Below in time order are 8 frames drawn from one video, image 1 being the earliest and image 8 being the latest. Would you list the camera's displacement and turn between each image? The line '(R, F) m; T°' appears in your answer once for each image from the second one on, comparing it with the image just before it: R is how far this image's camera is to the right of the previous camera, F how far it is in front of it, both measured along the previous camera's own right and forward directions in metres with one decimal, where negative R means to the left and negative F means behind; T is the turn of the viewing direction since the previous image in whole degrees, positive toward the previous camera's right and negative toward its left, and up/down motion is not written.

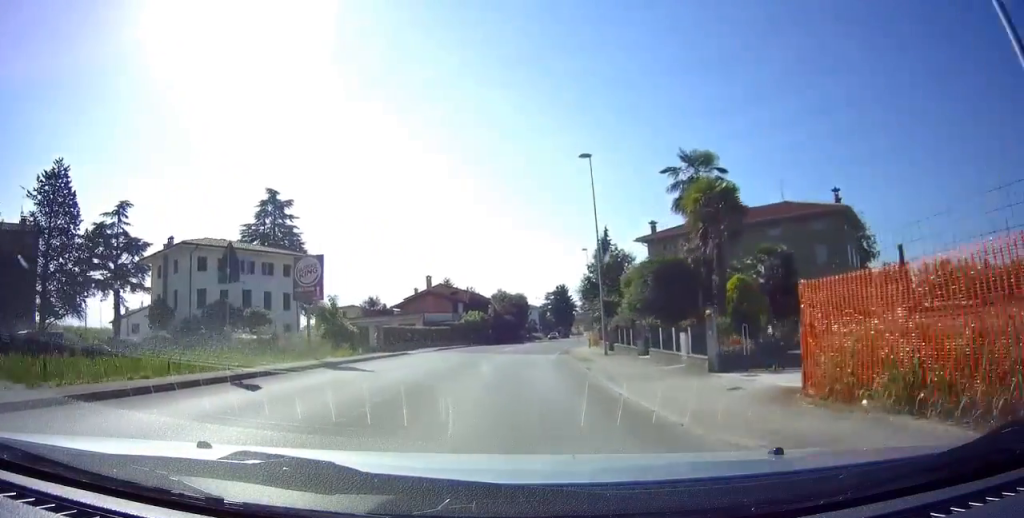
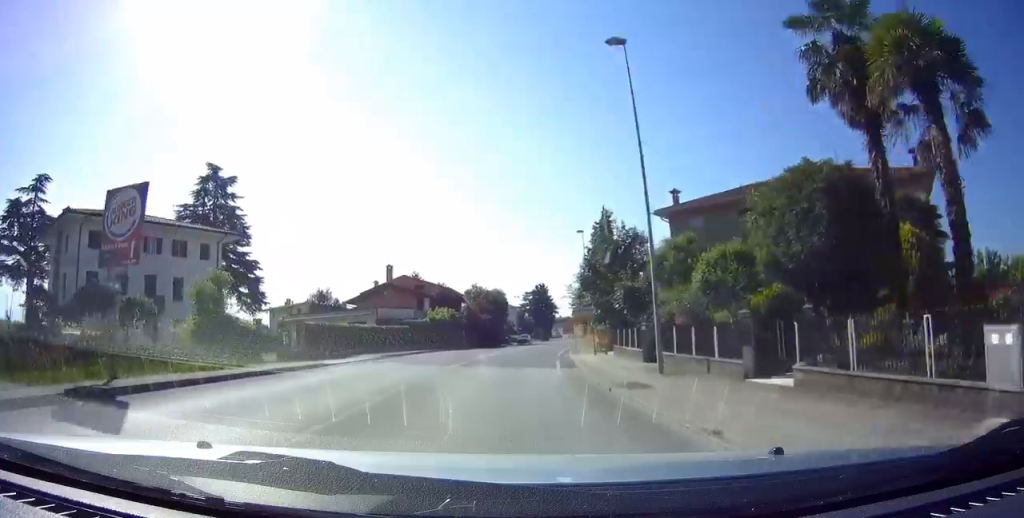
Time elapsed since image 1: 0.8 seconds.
(0.0, +11.3) m; 0°
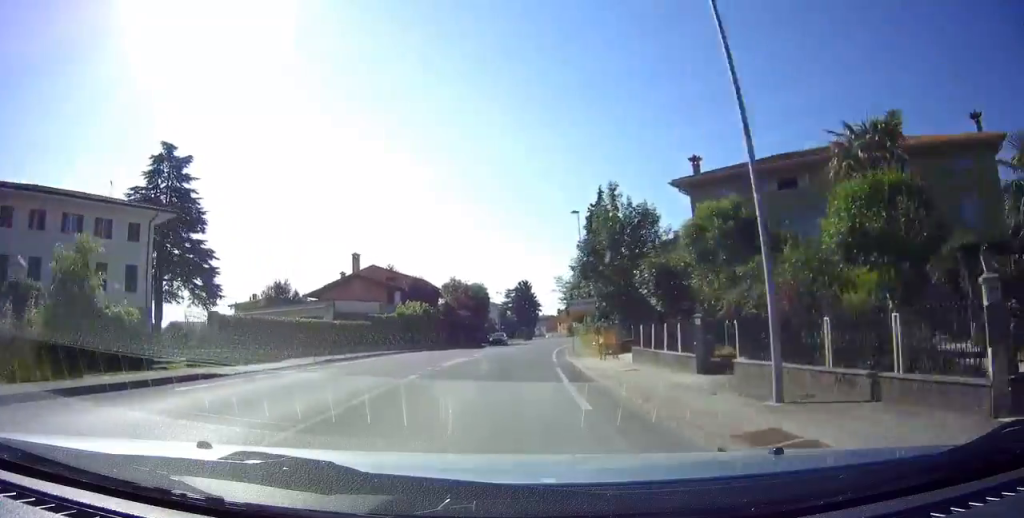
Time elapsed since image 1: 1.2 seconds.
(0.0, +6.8) m; +2°
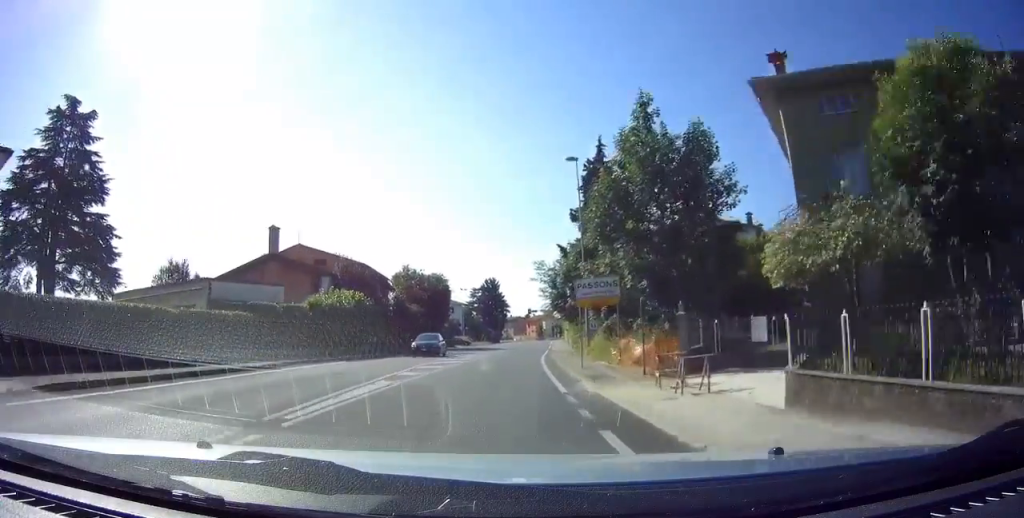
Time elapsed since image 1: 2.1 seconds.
(+0.4, +12.4) m; +4°
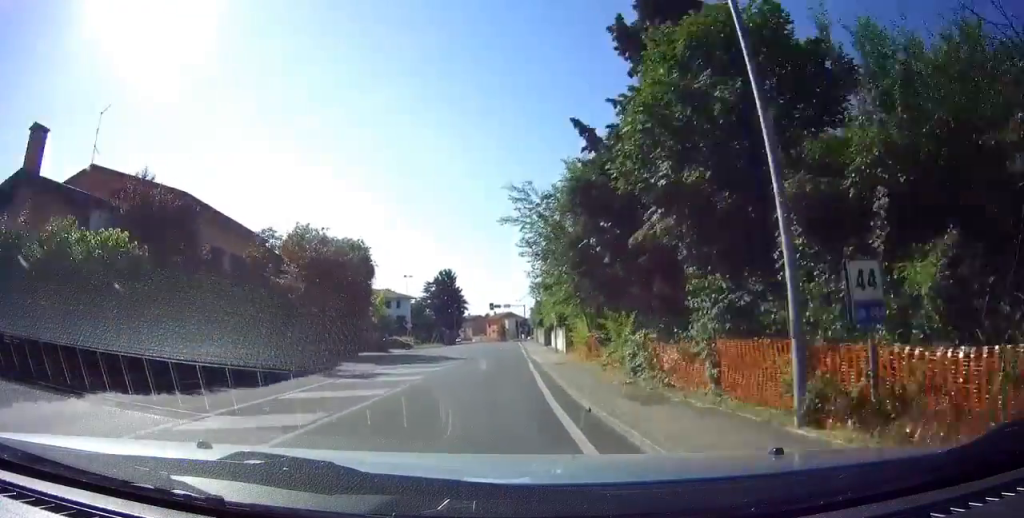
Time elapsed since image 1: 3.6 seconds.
(+0.9, +20.4) m; +1°
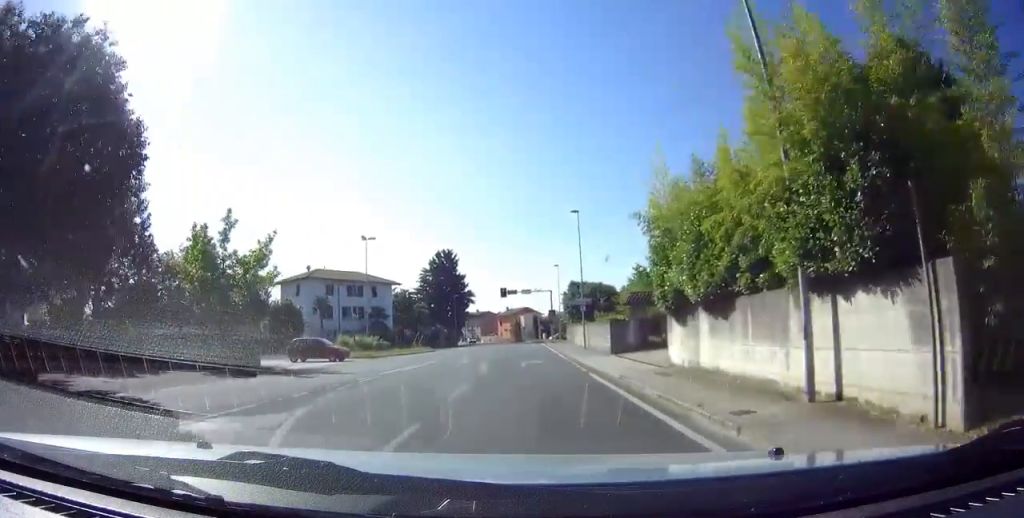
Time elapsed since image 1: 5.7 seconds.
(-0.5, +26.2) m; 0°
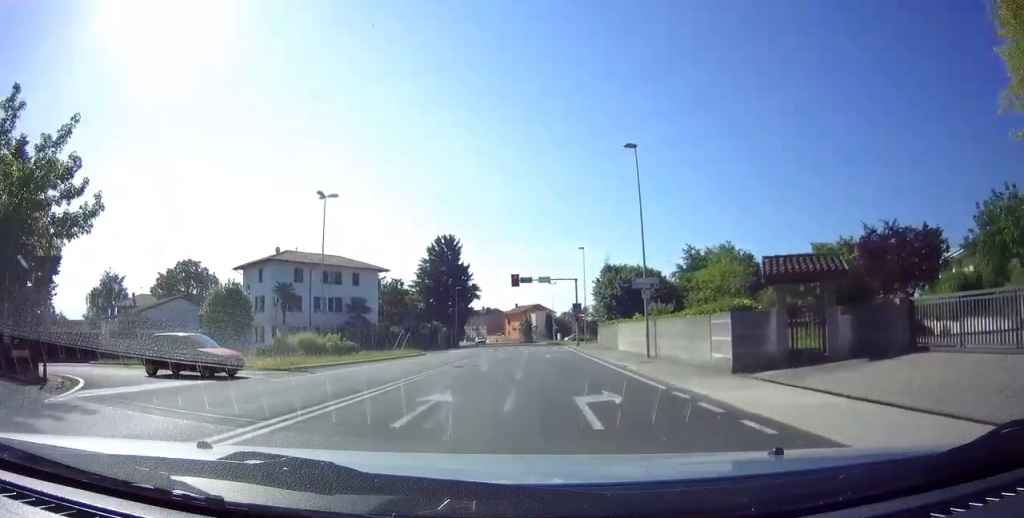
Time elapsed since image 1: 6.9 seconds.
(0.0, +12.0) m; -1°
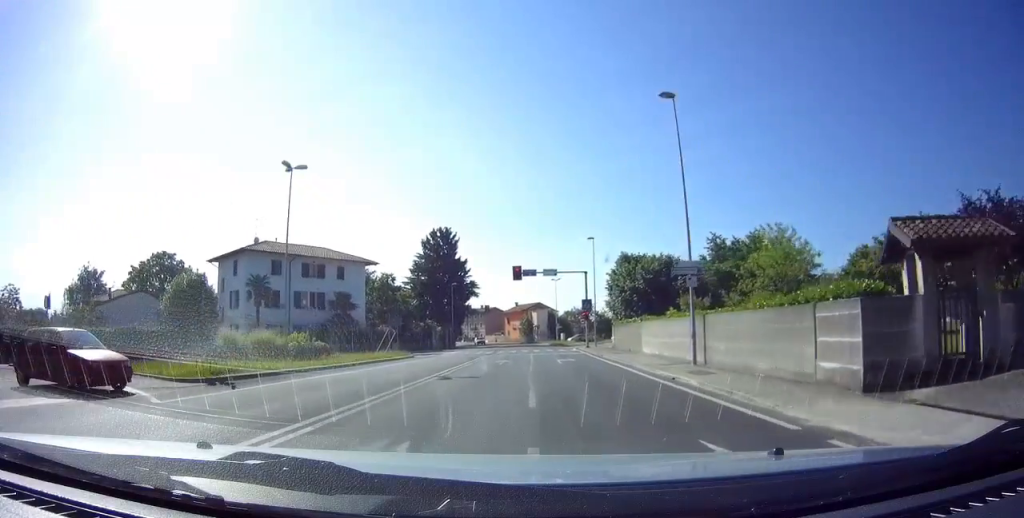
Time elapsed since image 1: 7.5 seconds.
(-0.1, +4.9) m; 0°
